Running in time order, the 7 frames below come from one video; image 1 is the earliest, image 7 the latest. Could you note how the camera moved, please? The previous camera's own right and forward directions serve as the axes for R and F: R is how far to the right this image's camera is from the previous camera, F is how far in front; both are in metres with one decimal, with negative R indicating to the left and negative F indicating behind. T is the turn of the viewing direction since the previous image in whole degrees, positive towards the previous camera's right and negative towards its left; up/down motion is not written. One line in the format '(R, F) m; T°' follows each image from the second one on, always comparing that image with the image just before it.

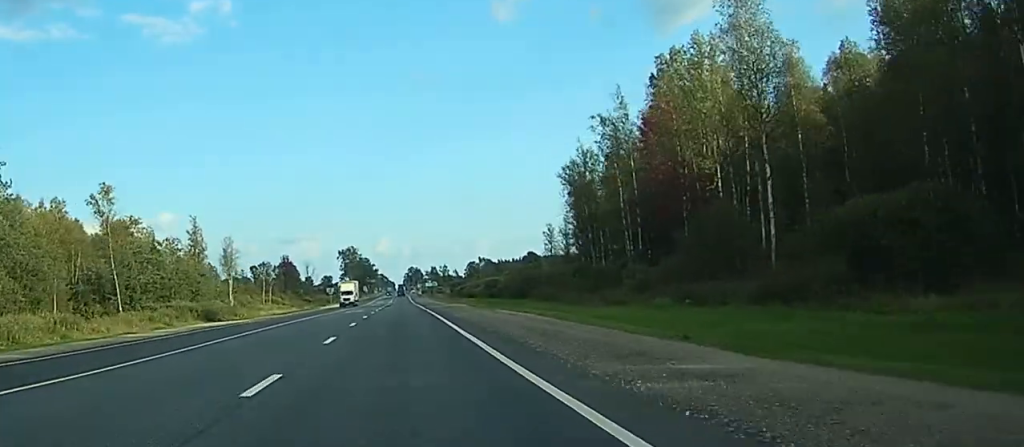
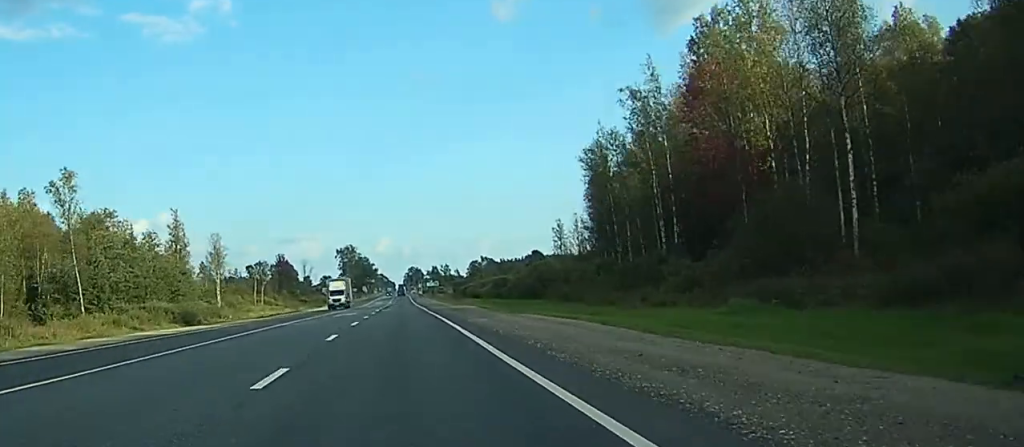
(0.0, +11.1) m; 0°
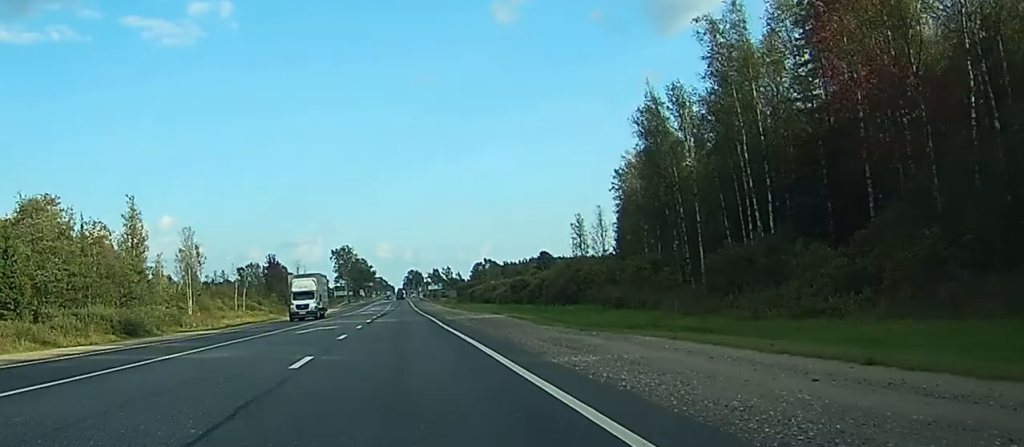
(0.0, +19.8) m; 0°
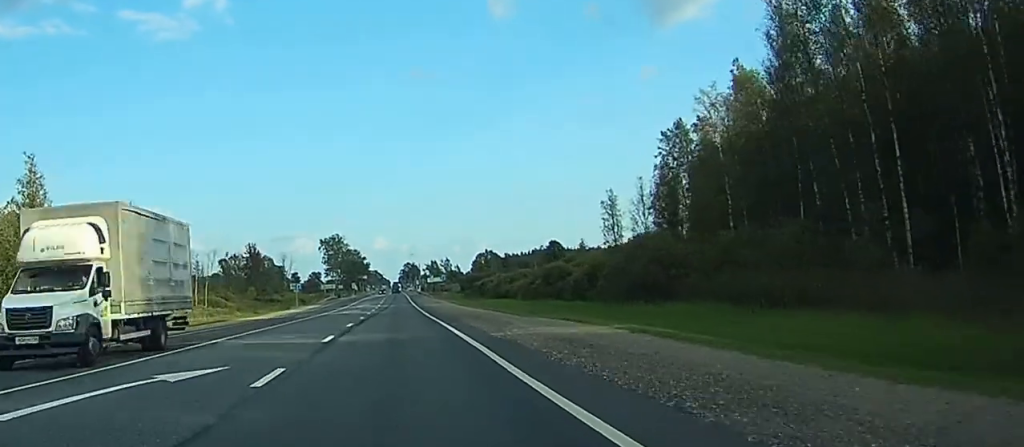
(+0.1, +27.4) m; 0°
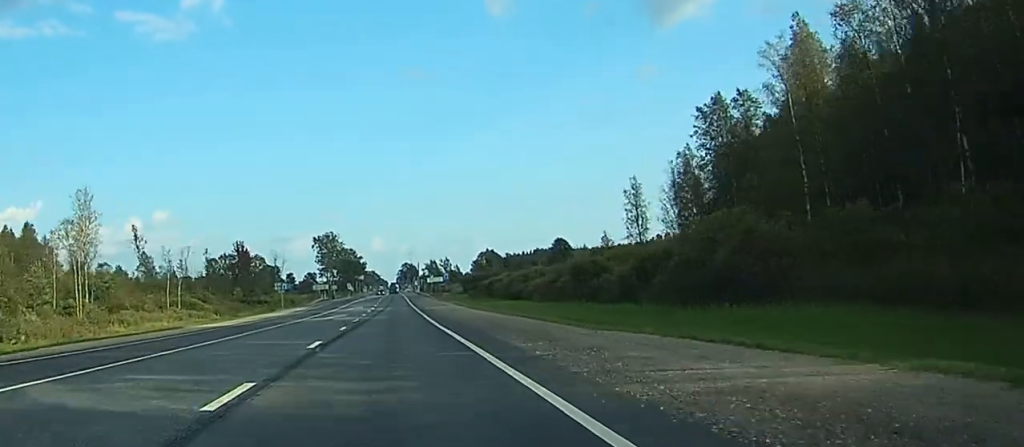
(0.0, +14.8) m; 0°
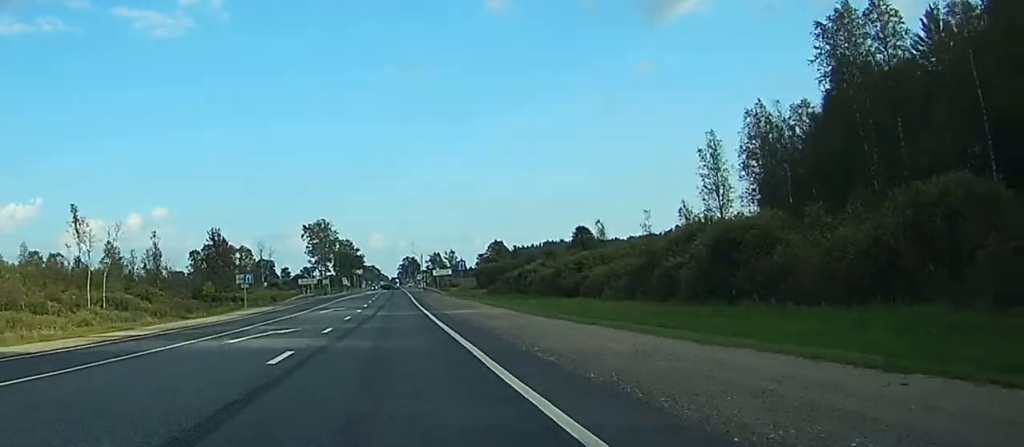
(-0.1, +29.9) m; 0°
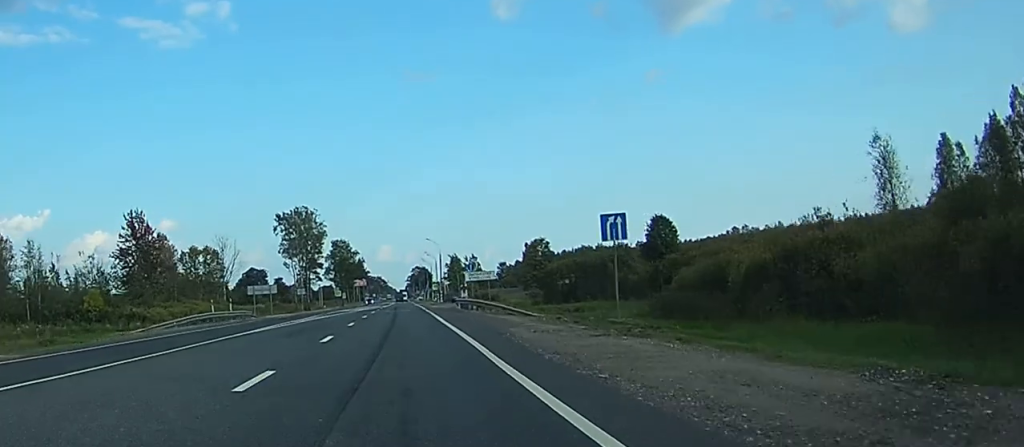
(-0.5, +64.5) m; -1°
